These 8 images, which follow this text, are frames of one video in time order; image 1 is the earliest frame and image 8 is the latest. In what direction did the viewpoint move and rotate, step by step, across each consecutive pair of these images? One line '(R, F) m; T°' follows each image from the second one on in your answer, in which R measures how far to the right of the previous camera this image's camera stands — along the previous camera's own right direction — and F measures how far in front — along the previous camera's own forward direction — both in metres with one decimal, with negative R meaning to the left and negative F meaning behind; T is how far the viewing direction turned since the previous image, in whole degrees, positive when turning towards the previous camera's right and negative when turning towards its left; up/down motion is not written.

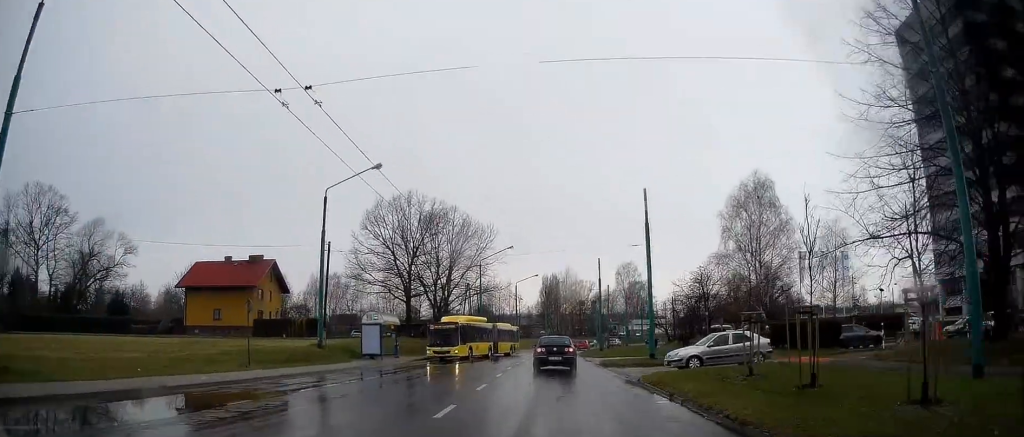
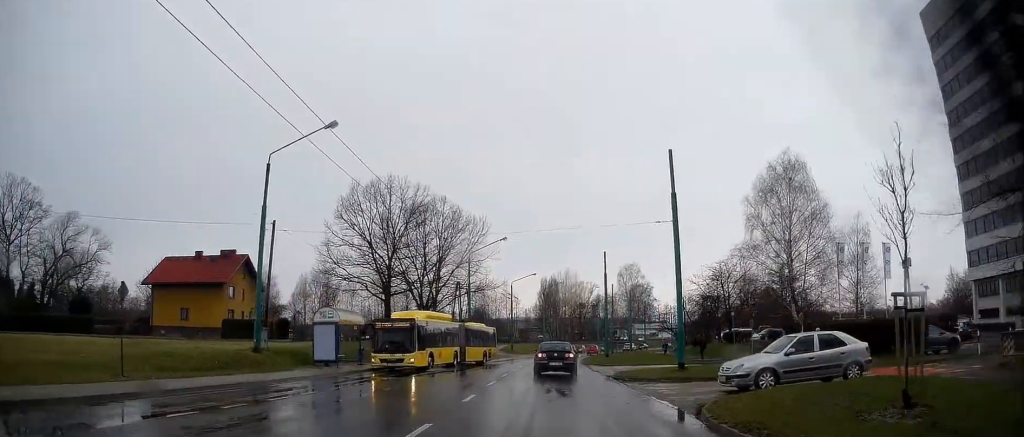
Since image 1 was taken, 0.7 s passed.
(0.0, +8.0) m; +2°
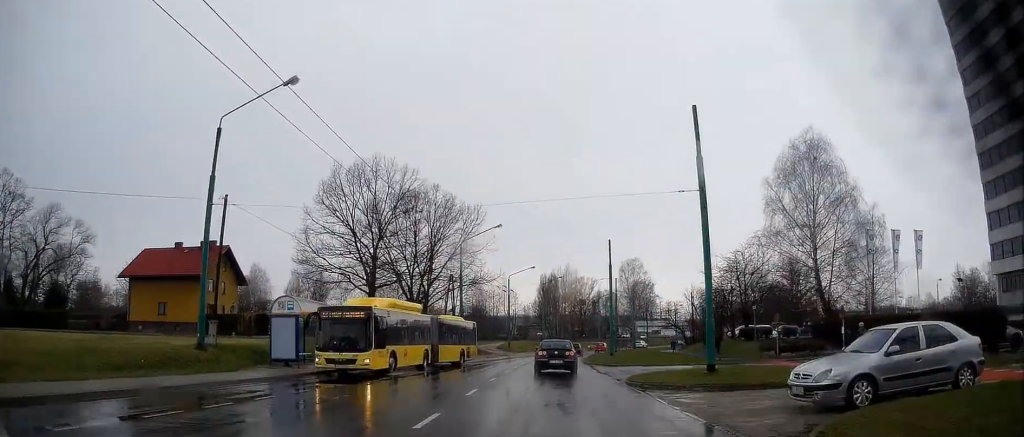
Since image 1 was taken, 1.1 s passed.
(0.0, +5.0) m; +1°
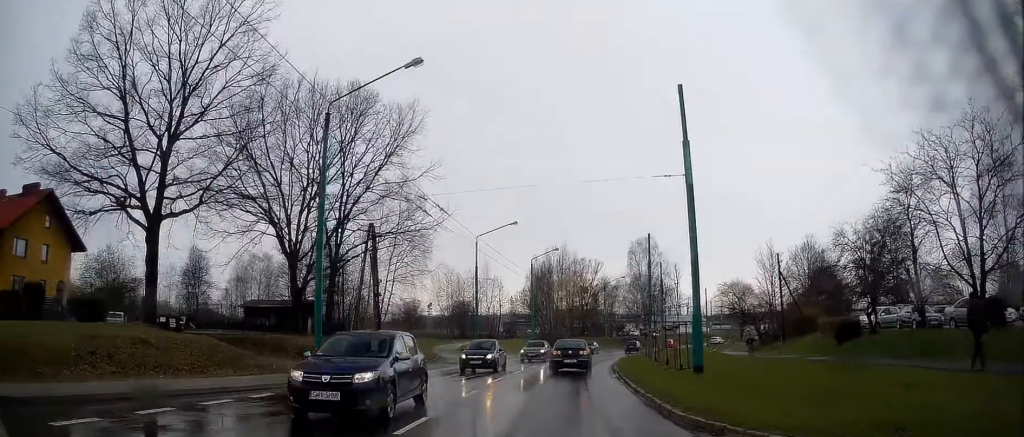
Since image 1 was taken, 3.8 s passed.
(-0.5, +30.5) m; -3°
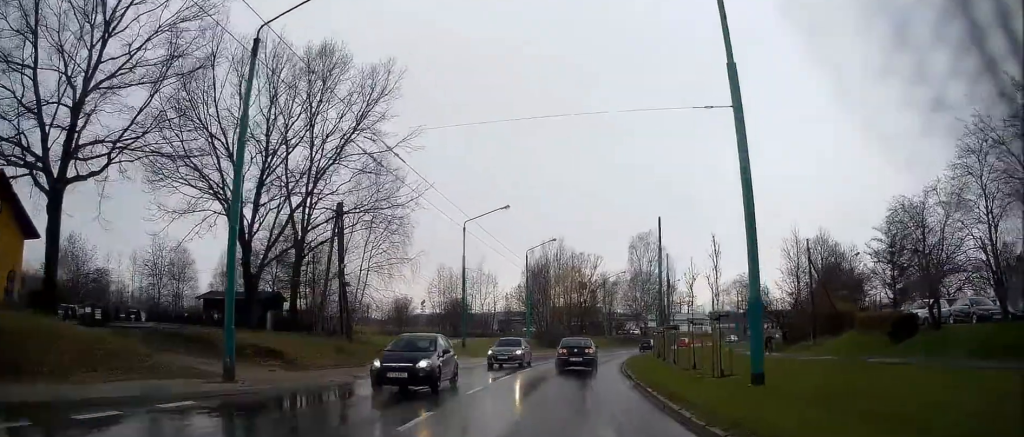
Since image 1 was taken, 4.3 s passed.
(0.0, +5.9) m; 0°
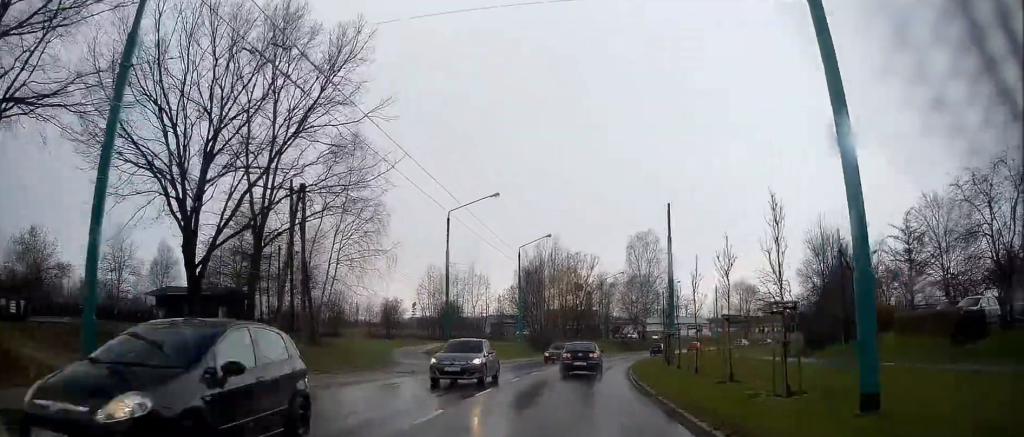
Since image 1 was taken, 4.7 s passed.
(-0.1, +5.2) m; +1°
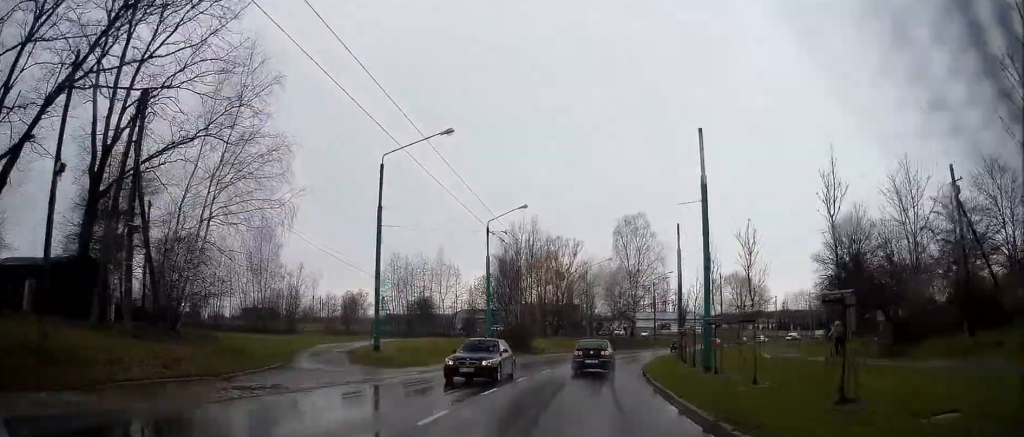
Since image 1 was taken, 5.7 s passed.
(+0.3, +12.5) m; +4°
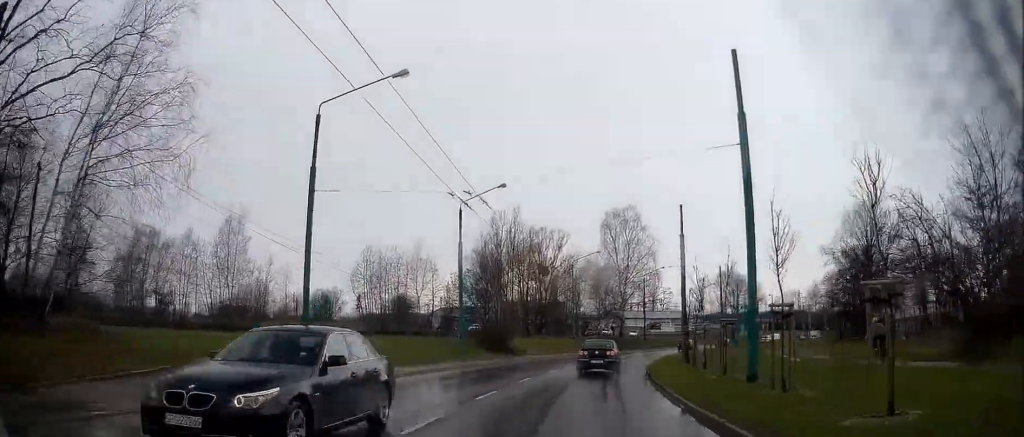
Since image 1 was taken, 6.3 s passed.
(+0.2, +6.9) m; +2°
